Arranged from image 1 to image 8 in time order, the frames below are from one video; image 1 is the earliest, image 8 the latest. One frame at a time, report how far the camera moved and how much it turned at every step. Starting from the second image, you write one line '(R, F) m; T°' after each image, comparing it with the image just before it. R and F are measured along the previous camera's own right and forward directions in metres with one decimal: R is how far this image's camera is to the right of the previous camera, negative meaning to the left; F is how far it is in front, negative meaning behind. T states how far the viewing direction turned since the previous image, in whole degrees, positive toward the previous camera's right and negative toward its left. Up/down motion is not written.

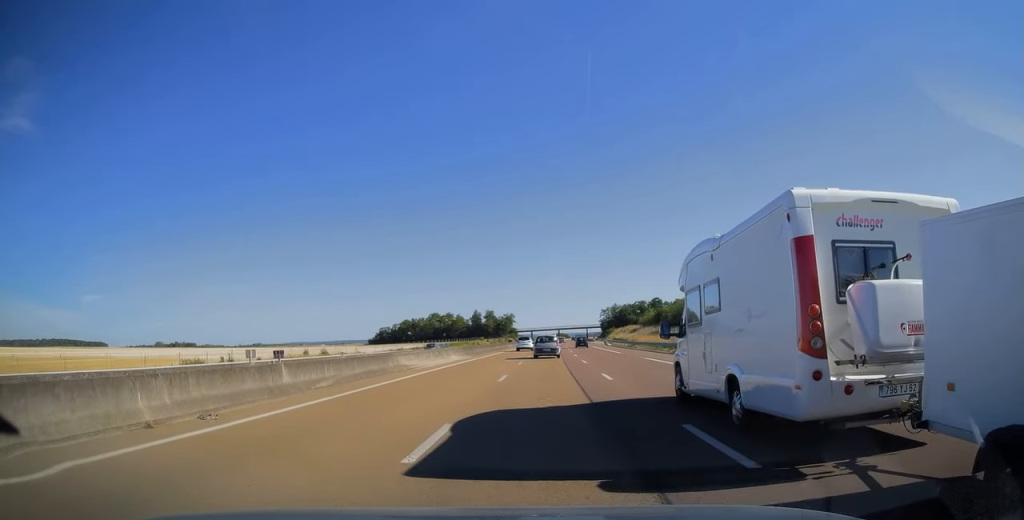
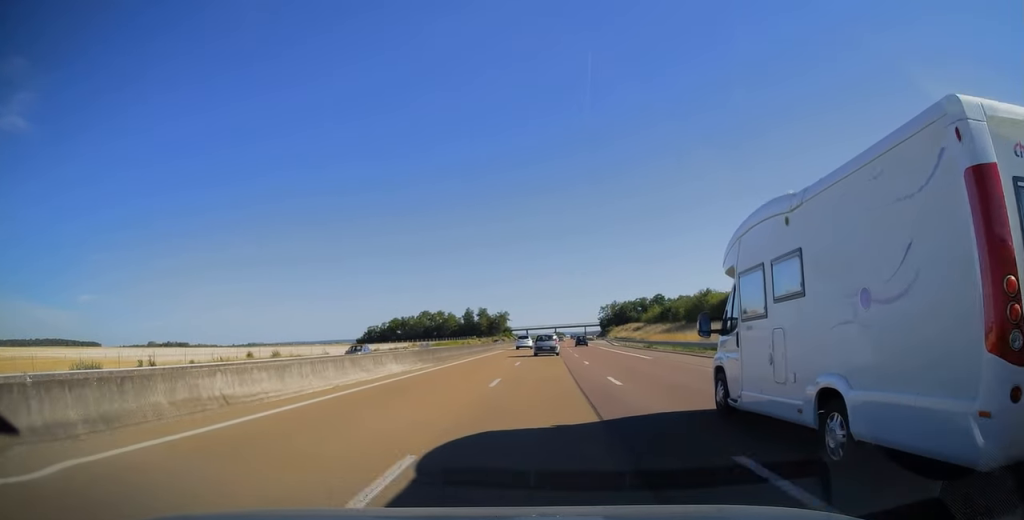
(+0.1, +15.5) m; 0°
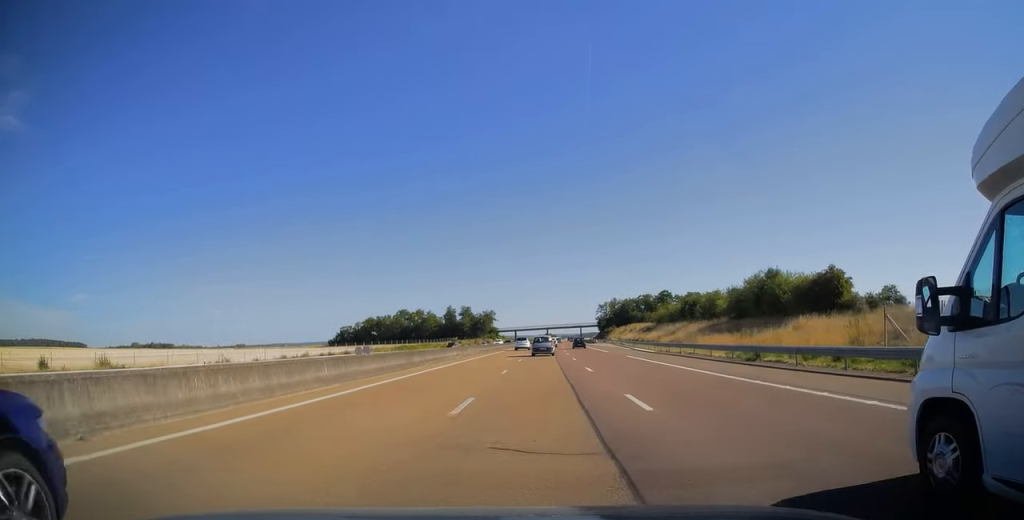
(+0.2, +31.4) m; +1°
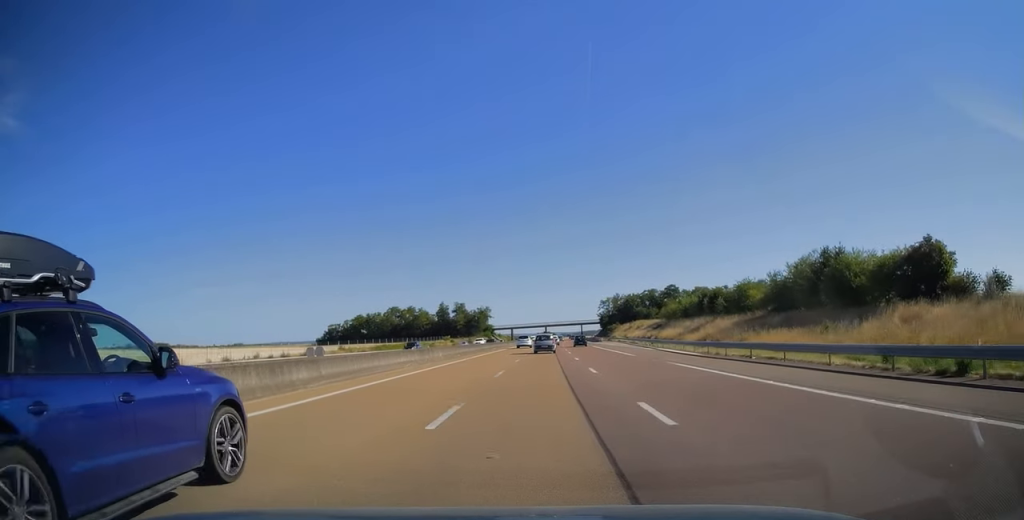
(+0.1, +14.9) m; 0°
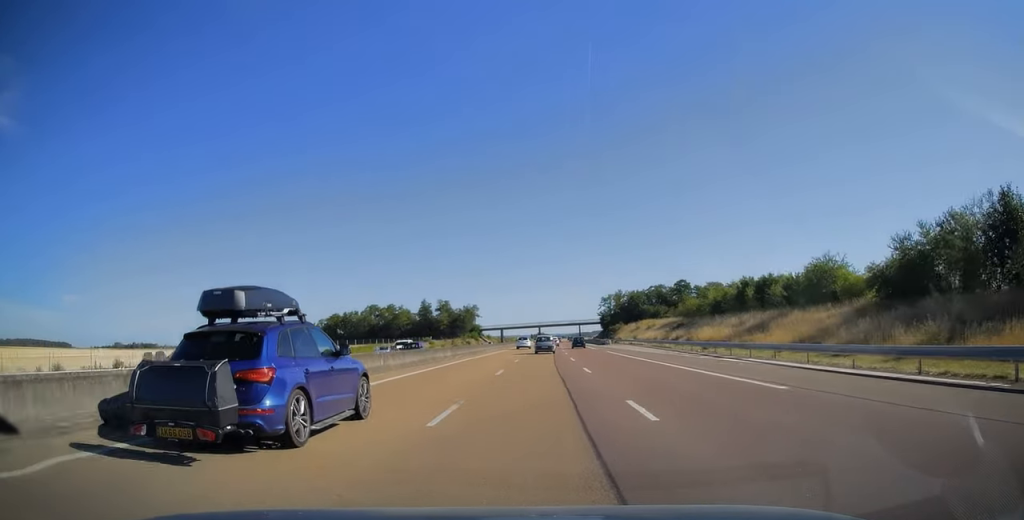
(+0.1, +25.2) m; +1°
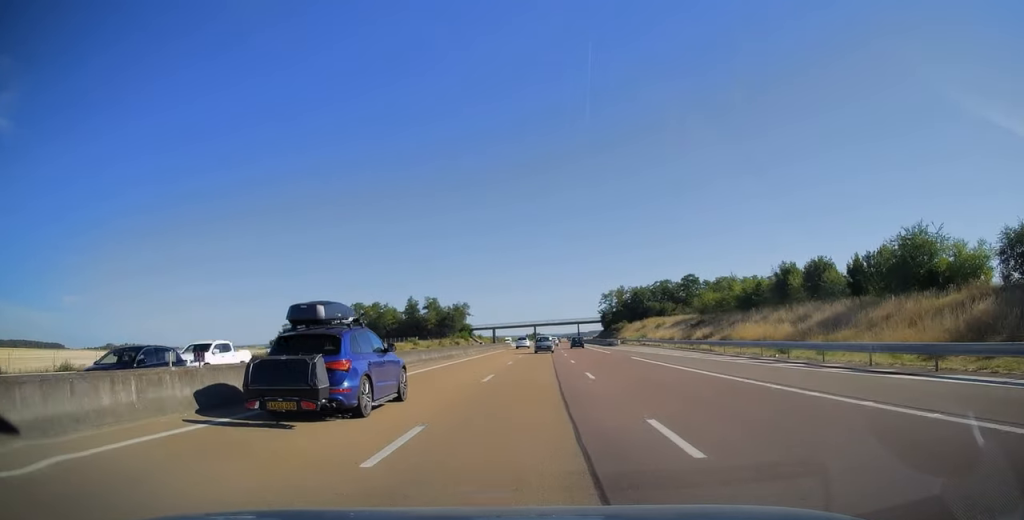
(+0.1, +15.9) m; 0°
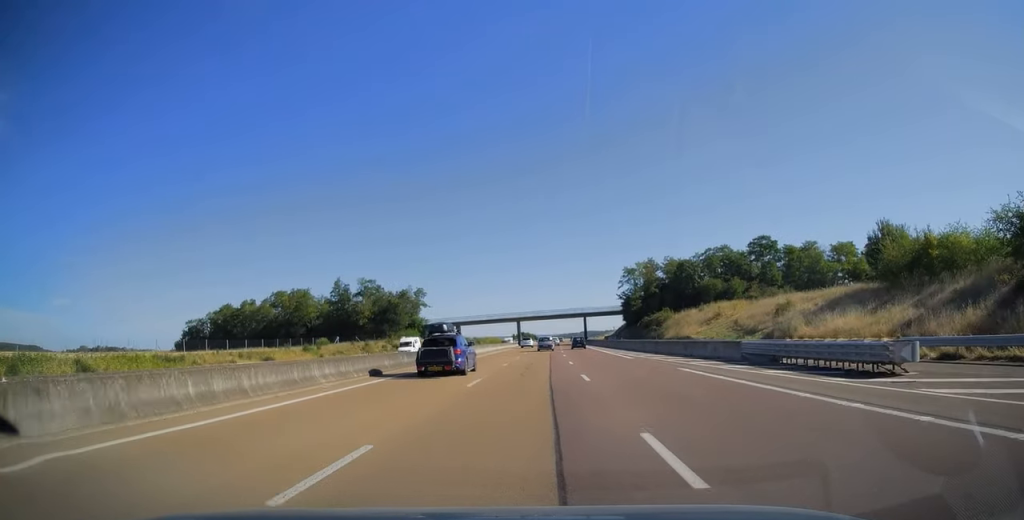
(+0.7, +65.8) m; +1°
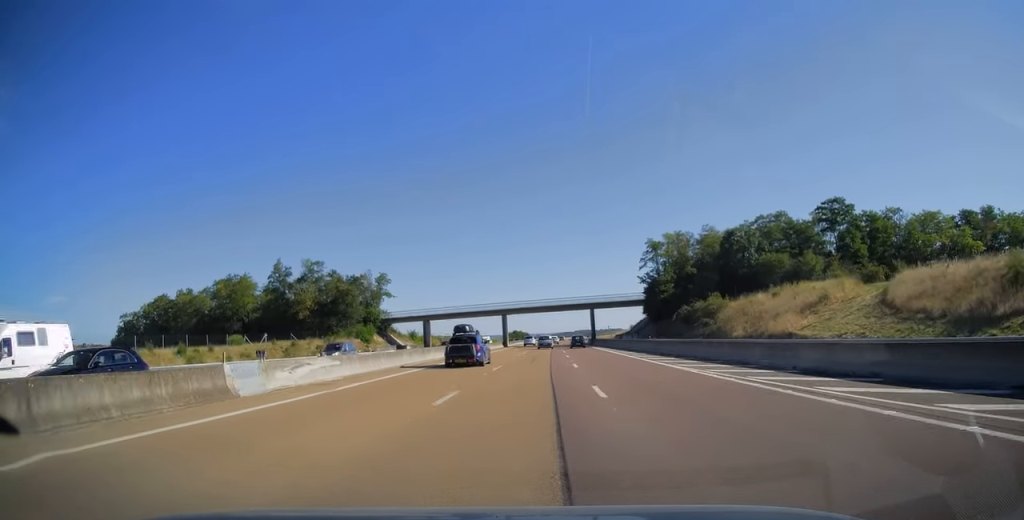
(+0.1, +30.8) m; 0°
